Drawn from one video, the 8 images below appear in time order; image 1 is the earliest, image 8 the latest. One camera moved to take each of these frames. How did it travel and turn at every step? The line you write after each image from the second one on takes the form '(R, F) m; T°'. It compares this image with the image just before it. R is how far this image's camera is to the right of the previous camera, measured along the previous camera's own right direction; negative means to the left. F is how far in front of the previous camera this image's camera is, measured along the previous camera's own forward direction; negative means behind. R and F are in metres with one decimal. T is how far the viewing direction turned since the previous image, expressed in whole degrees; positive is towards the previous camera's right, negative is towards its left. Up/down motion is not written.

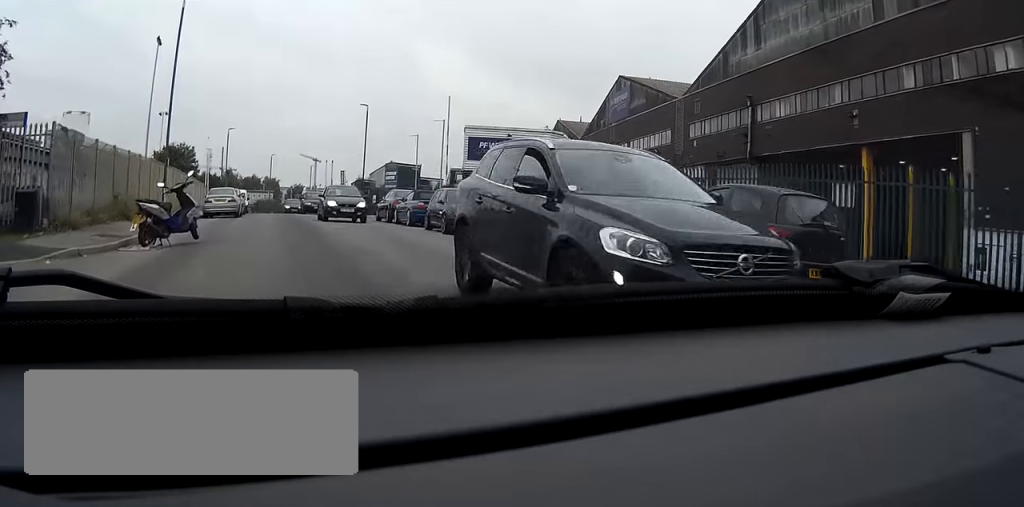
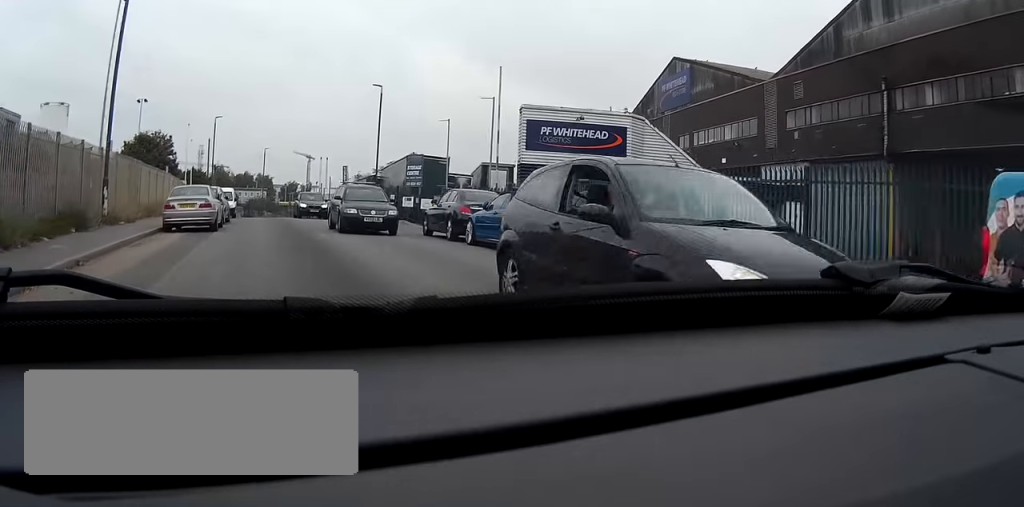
(-0.1, +11.4) m; 0°
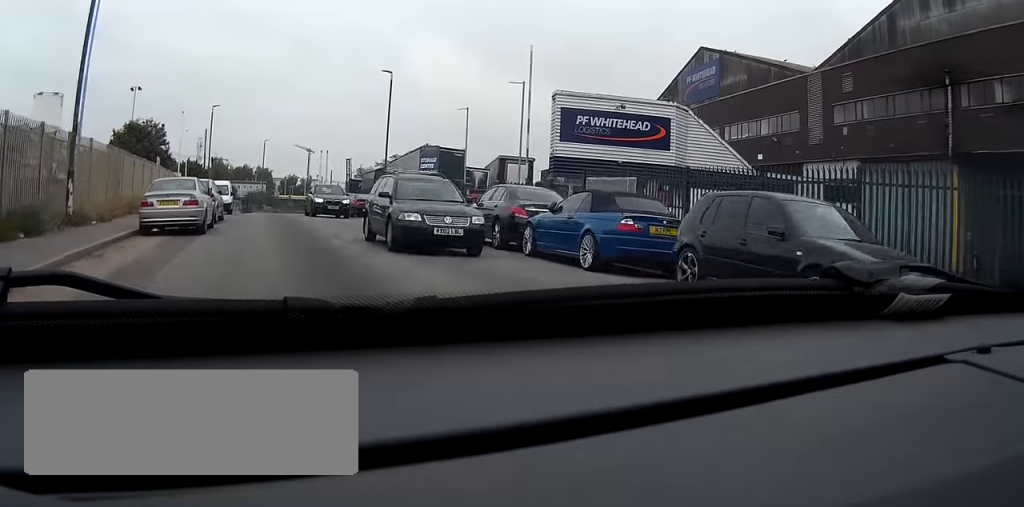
(0.0, +4.2) m; 0°
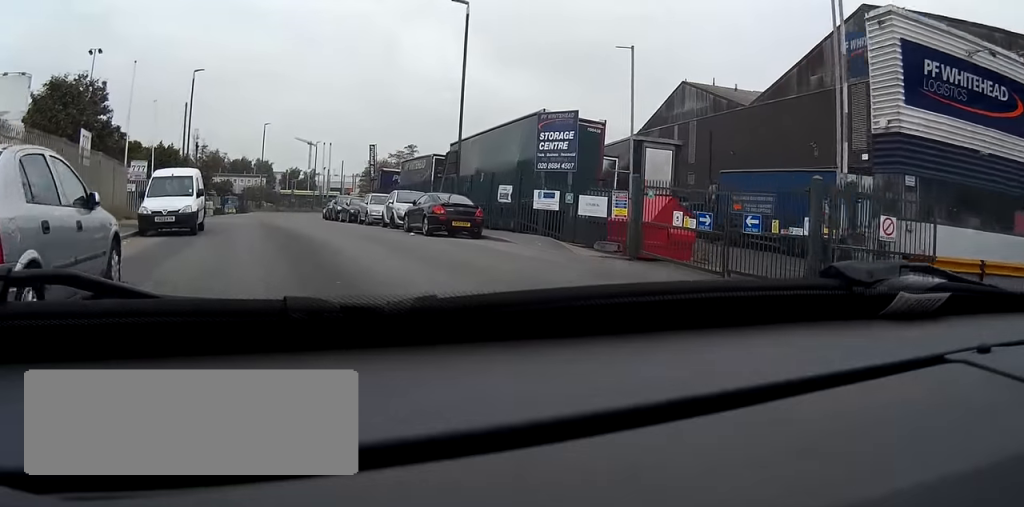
(+0.2, +19.3) m; +1°
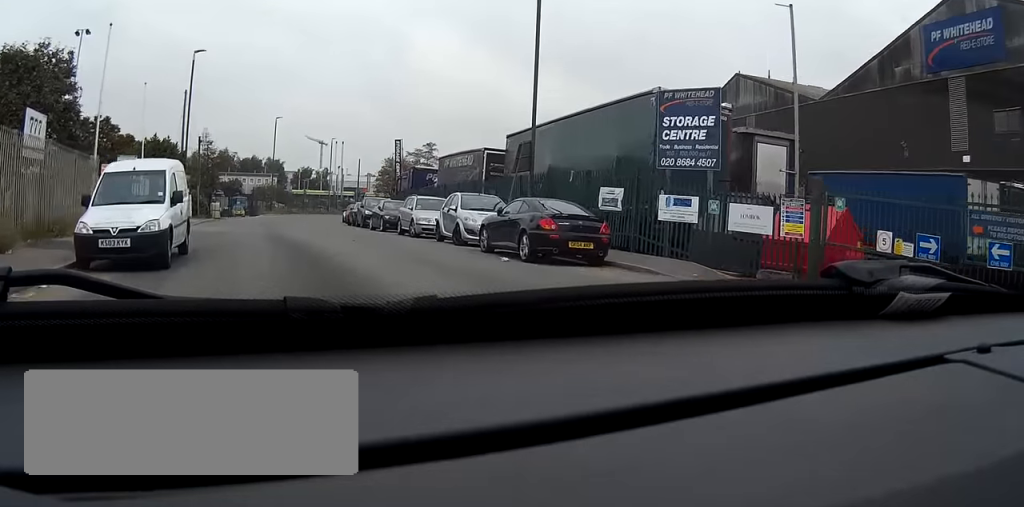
(-0.1, +7.5) m; +1°
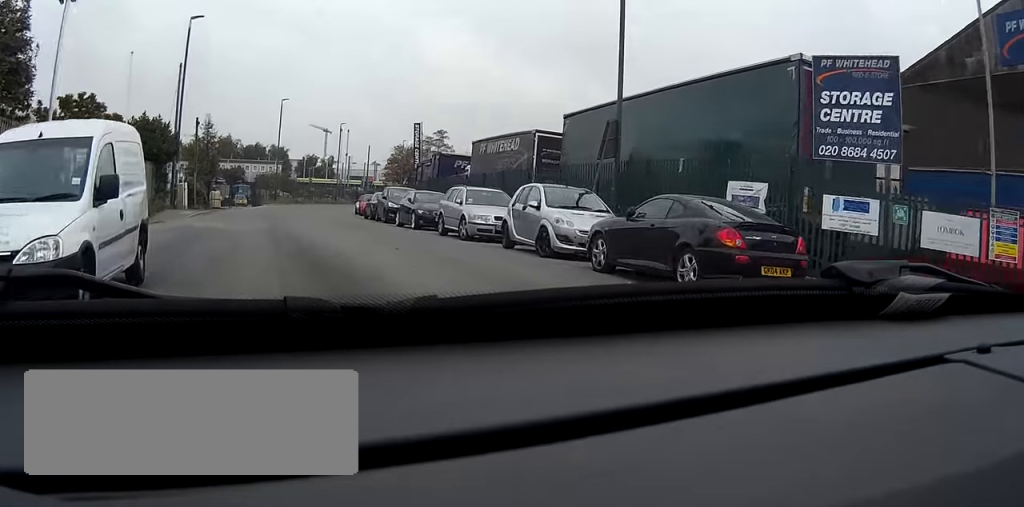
(+0.1, +5.8) m; 0°
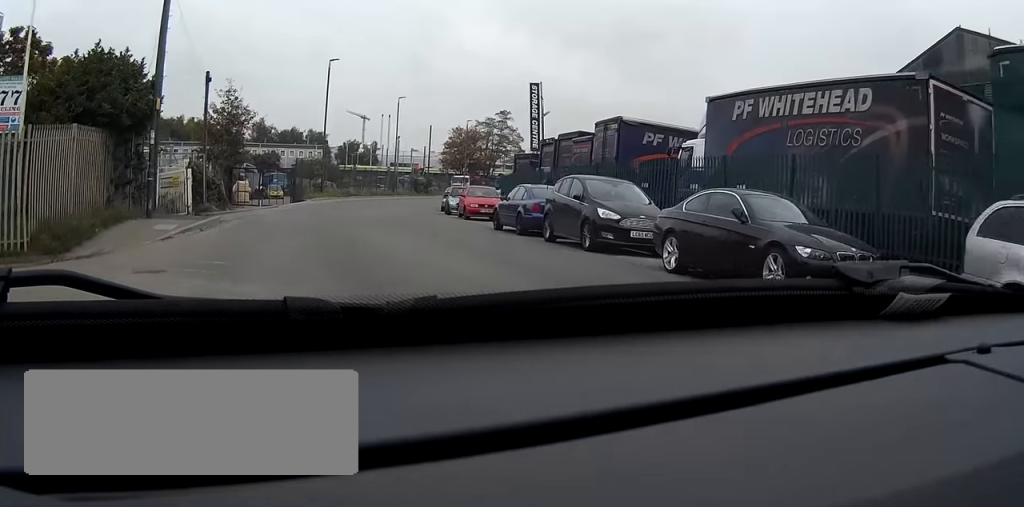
(-0.1, +17.5) m; -1°
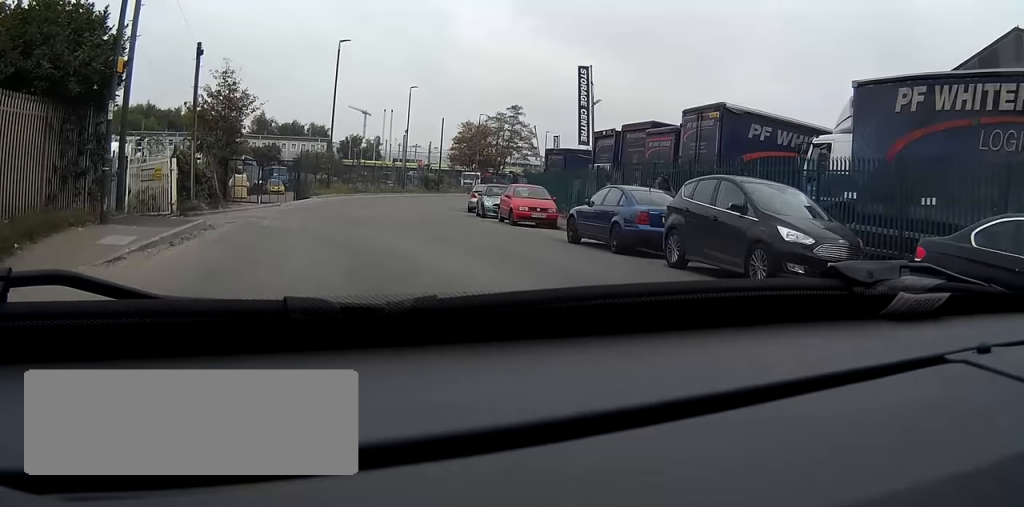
(-0.1, +5.8) m; 0°
